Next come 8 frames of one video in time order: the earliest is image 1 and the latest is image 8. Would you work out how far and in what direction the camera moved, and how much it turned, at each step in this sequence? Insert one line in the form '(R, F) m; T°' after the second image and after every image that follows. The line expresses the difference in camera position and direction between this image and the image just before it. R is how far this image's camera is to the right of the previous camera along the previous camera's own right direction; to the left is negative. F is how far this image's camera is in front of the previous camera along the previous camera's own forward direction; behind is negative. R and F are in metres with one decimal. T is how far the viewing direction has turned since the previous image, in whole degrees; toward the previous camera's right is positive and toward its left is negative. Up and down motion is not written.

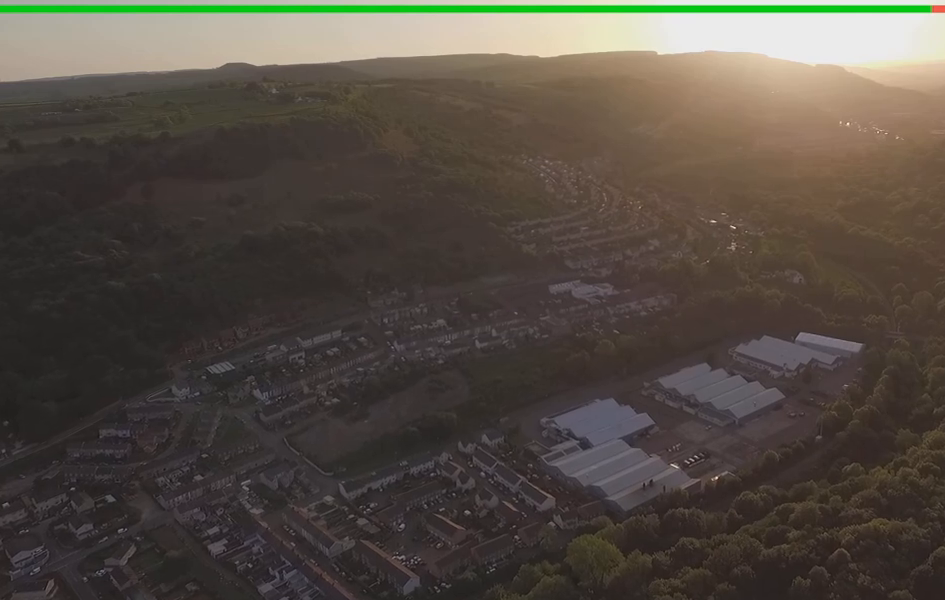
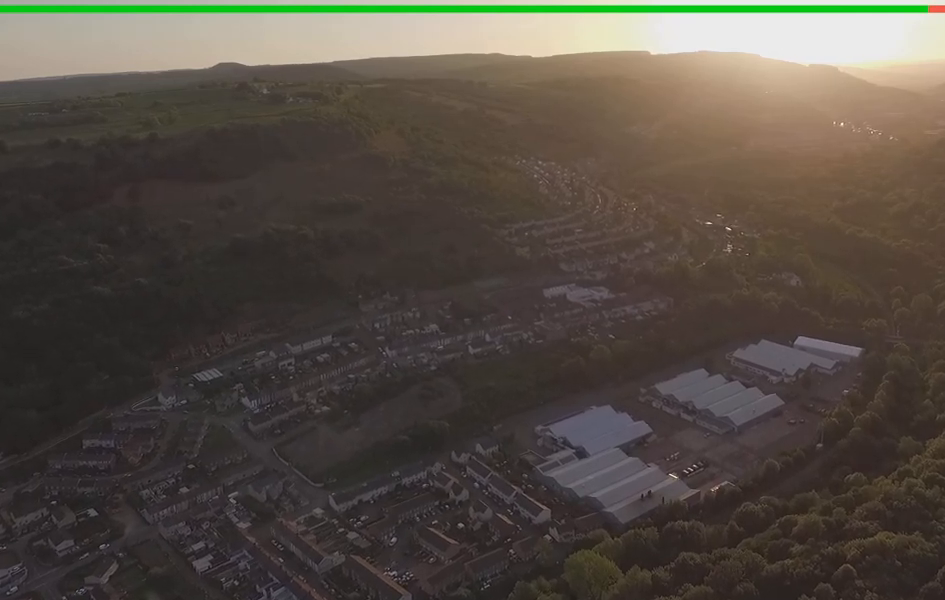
(-0.1, +11.6) m; -1°
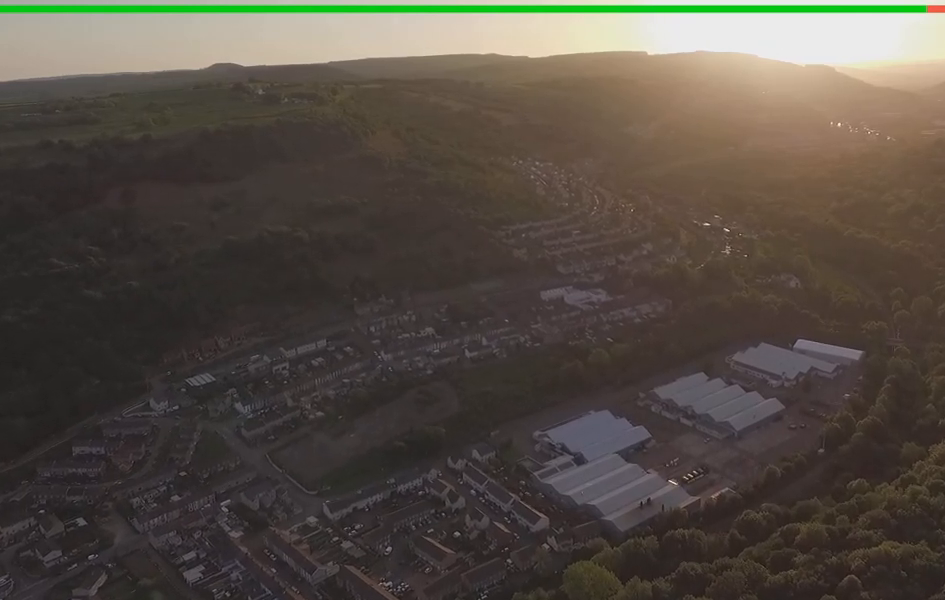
(0.0, +7.4) m; -1°
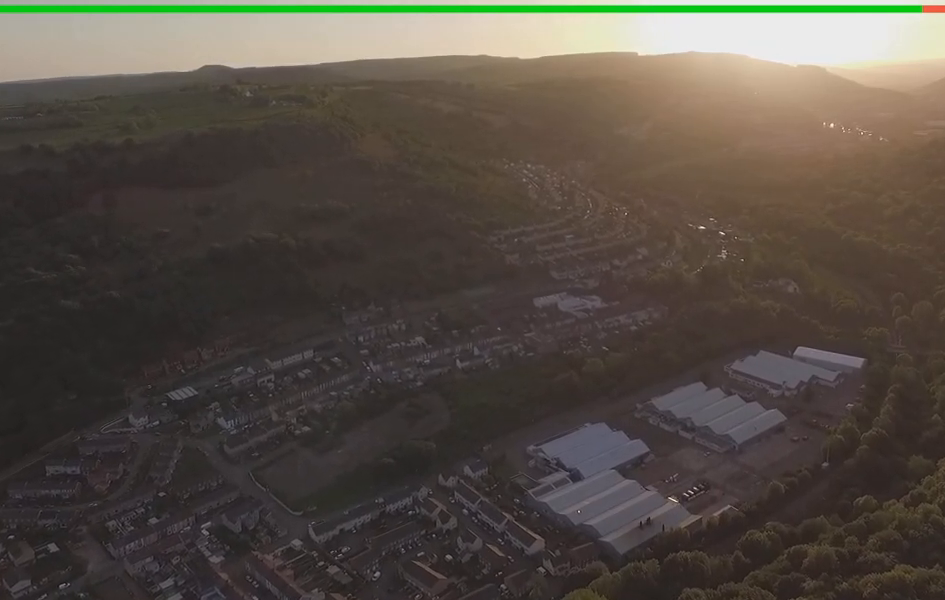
(-0.3, +18.1) m; -2°
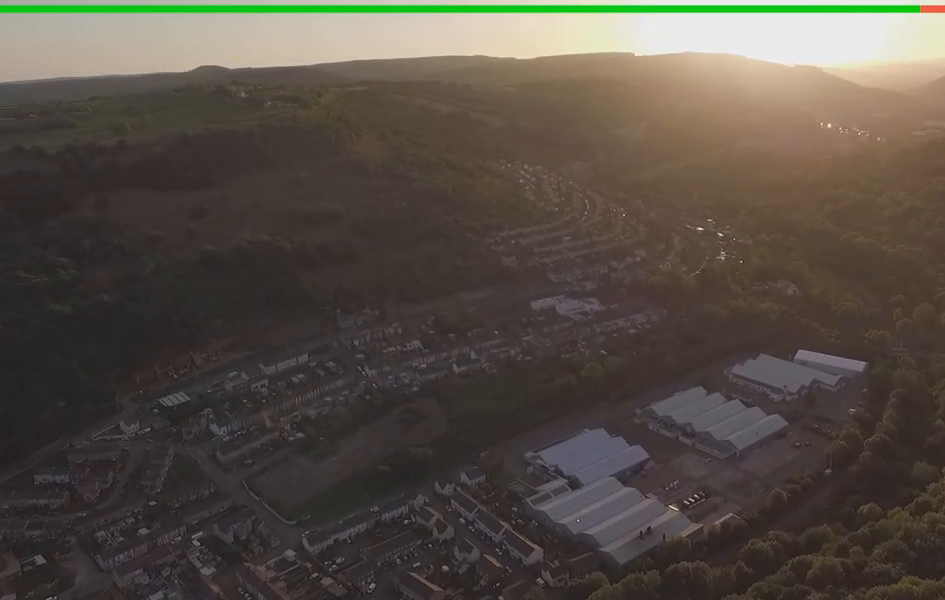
(0.0, +7.8) m; 0°
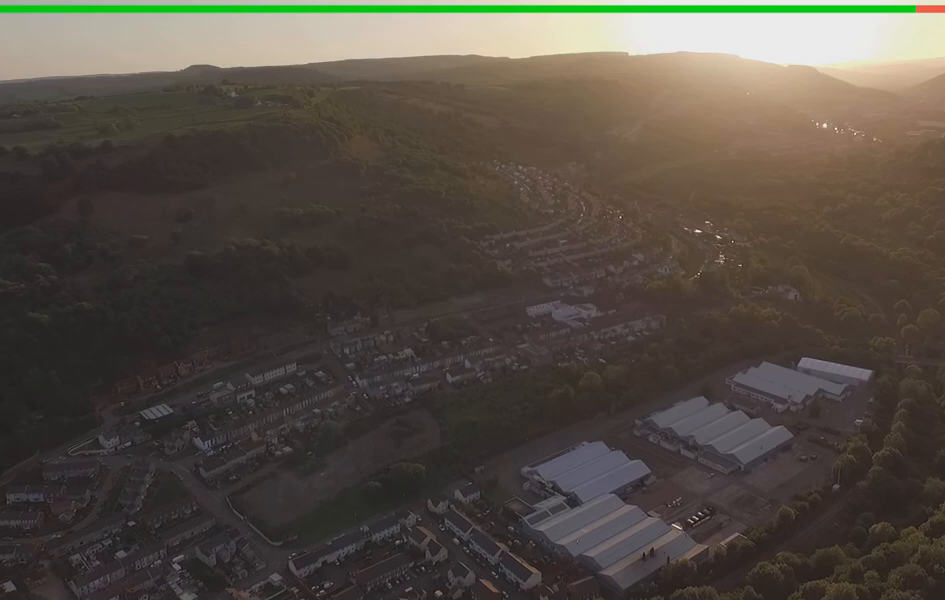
(-0.1, +18.2) m; 0°
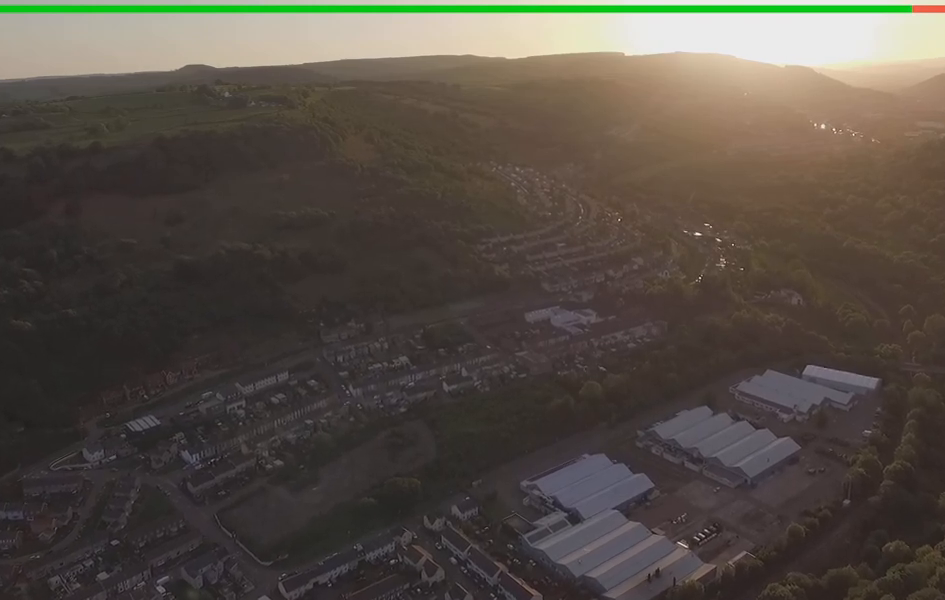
(+0.1, +15.2) m; +1°
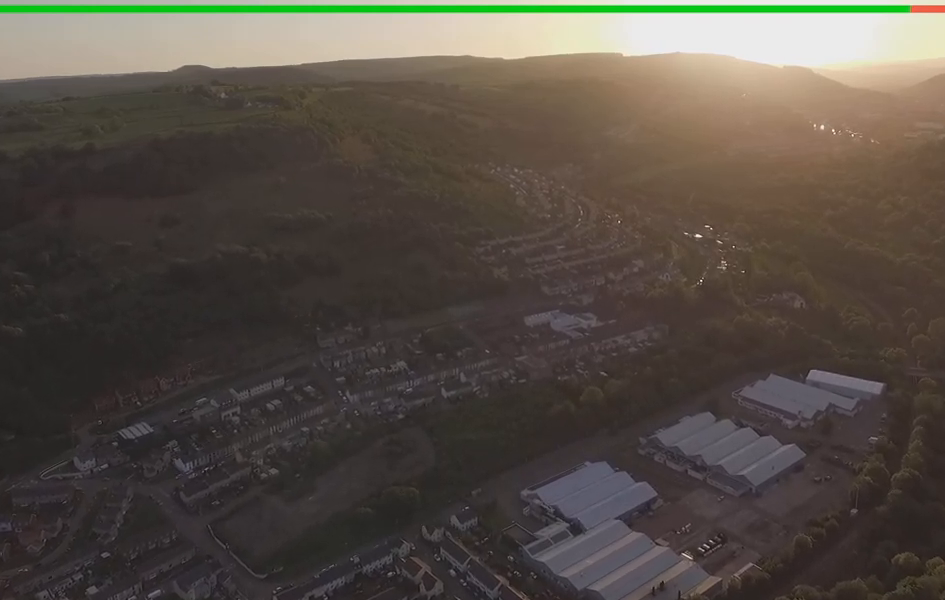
(0.0, +9.1) m; 0°
